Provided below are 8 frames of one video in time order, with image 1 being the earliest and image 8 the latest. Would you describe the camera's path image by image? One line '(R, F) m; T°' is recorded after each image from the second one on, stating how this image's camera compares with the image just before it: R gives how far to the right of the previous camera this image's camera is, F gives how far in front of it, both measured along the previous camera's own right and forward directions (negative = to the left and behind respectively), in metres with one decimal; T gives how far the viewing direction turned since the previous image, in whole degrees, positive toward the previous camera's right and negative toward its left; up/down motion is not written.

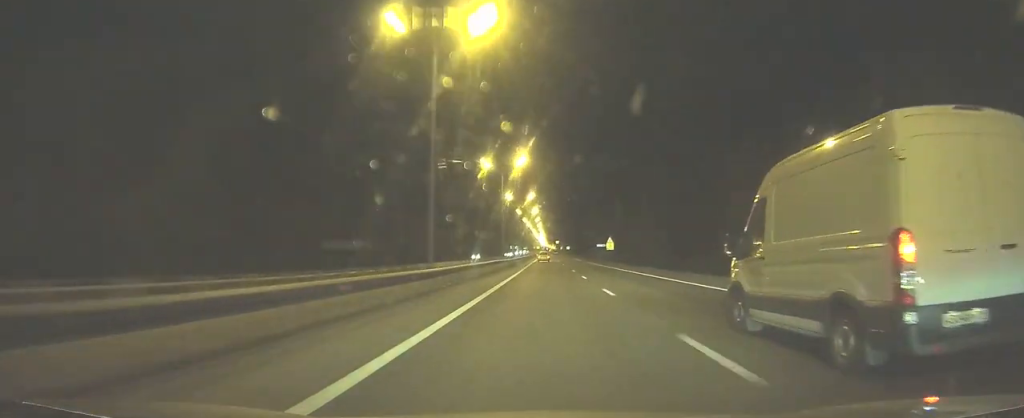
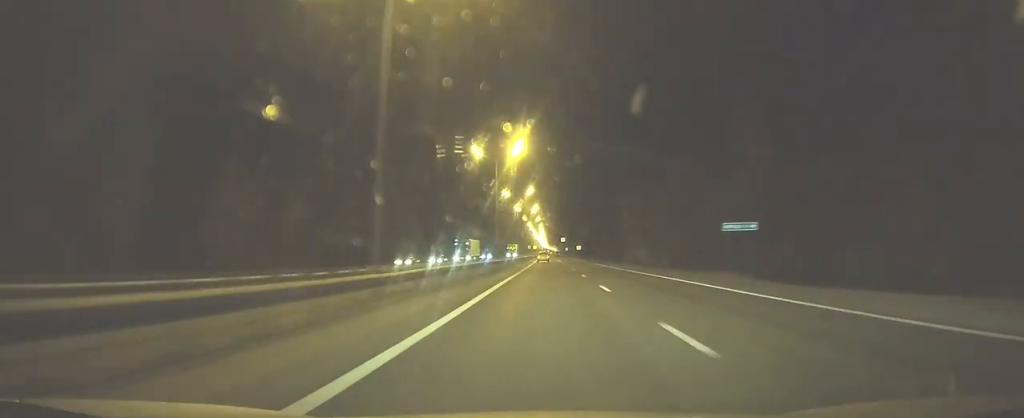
(-0.1, +93.9) m; 0°
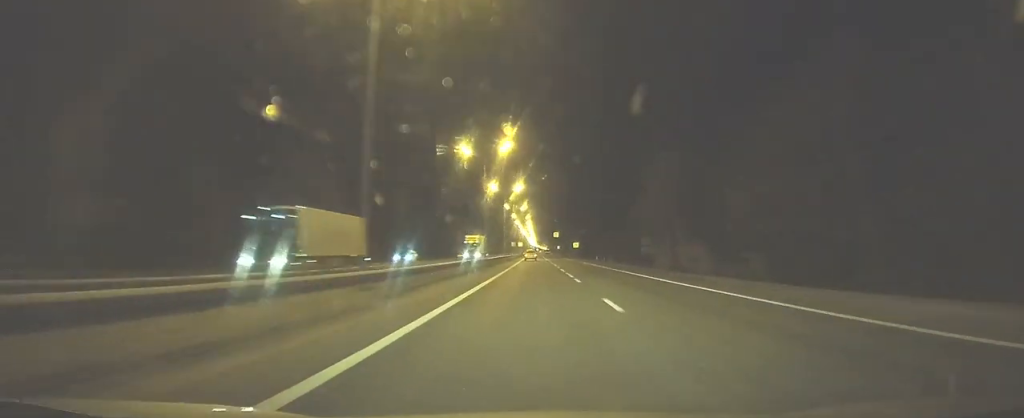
(+0.2, +42.3) m; 0°
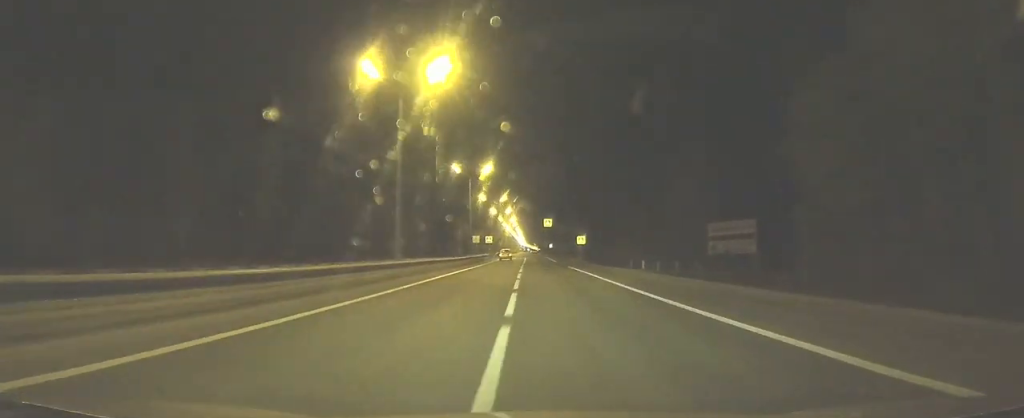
(+0.5, +65.2) m; 0°
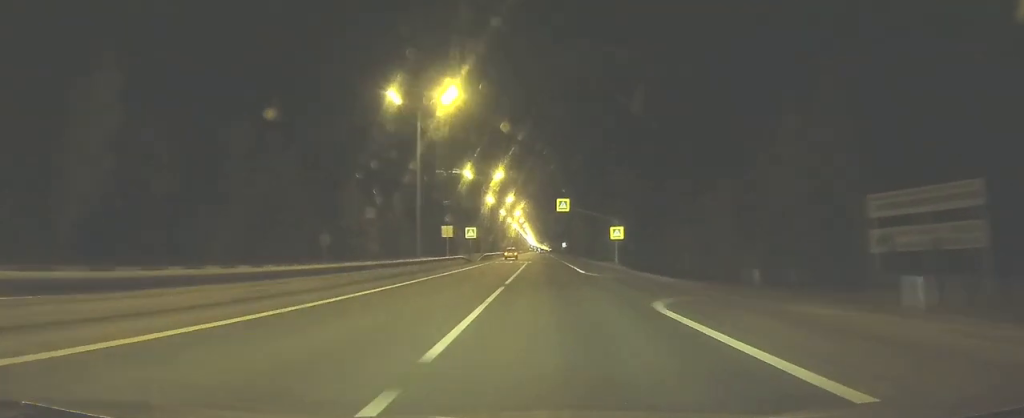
(0.0, +37.0) m; 0°
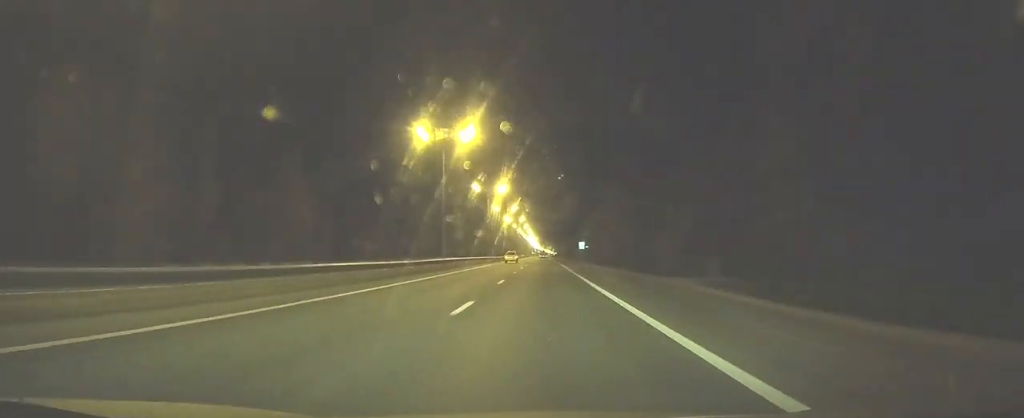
(-0.4, +73.7) m; -1°
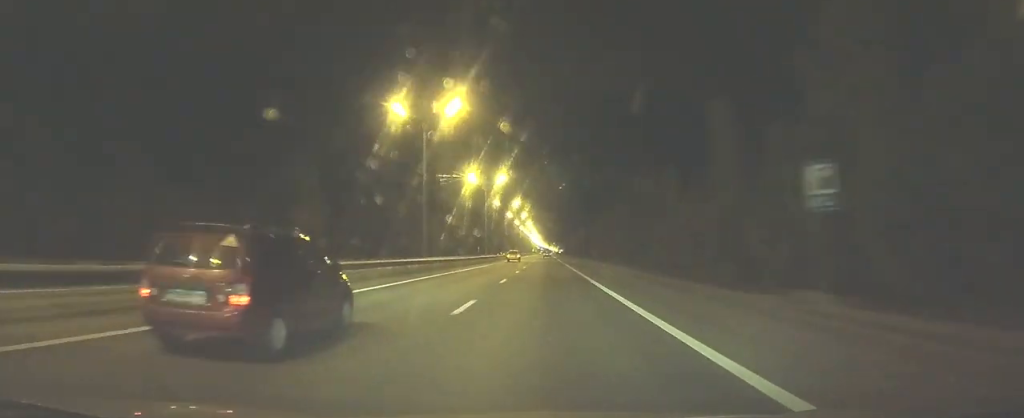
(-0.8, +96.3) m; -1°
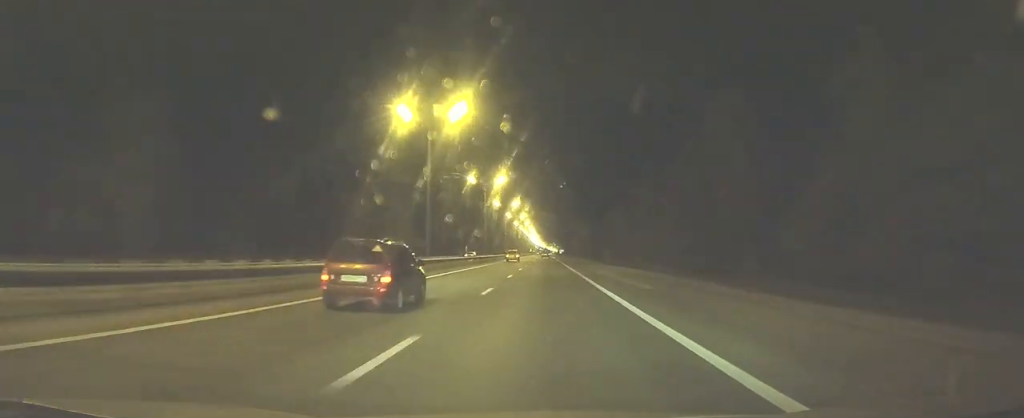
(0.0, +42.4) m; 0°
